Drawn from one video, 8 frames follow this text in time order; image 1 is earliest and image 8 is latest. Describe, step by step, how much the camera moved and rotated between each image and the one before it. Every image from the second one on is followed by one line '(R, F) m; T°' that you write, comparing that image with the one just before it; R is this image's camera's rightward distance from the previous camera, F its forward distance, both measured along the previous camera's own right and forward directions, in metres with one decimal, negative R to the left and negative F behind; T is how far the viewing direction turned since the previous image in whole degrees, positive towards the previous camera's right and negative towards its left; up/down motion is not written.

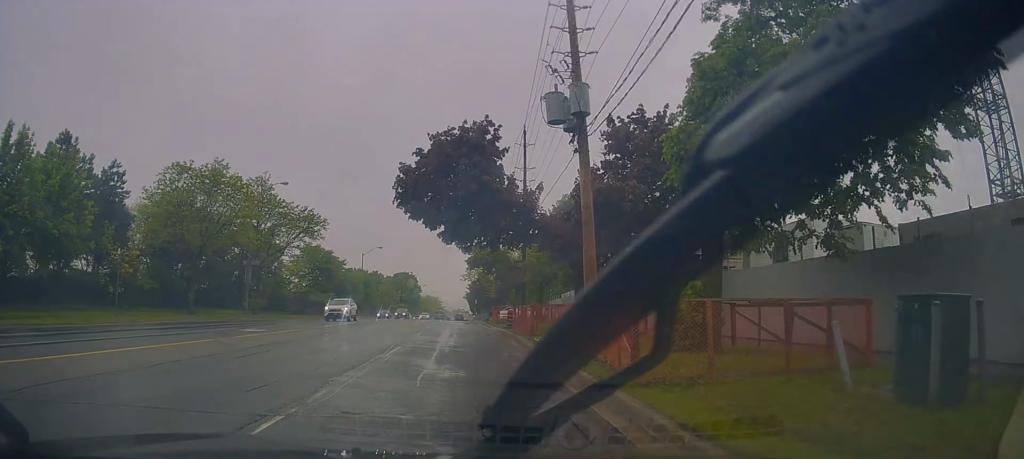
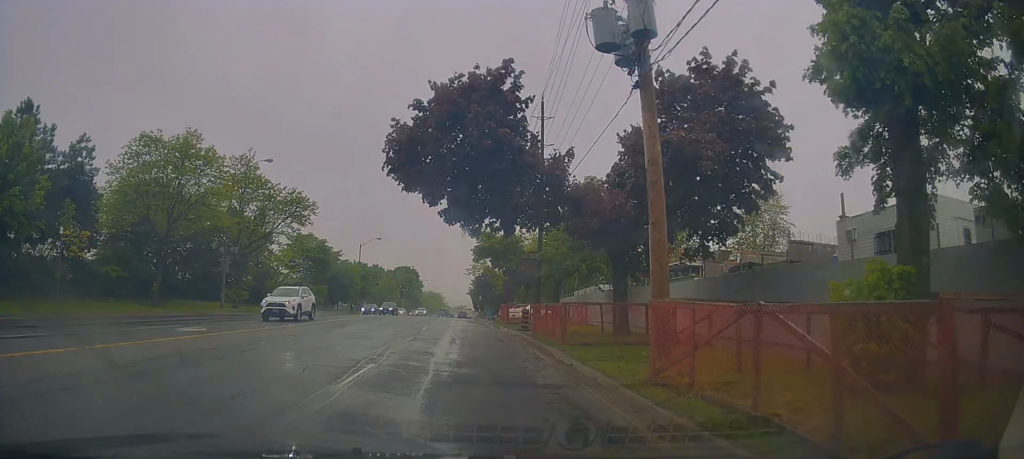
(0.0, +5.9) m; -2°
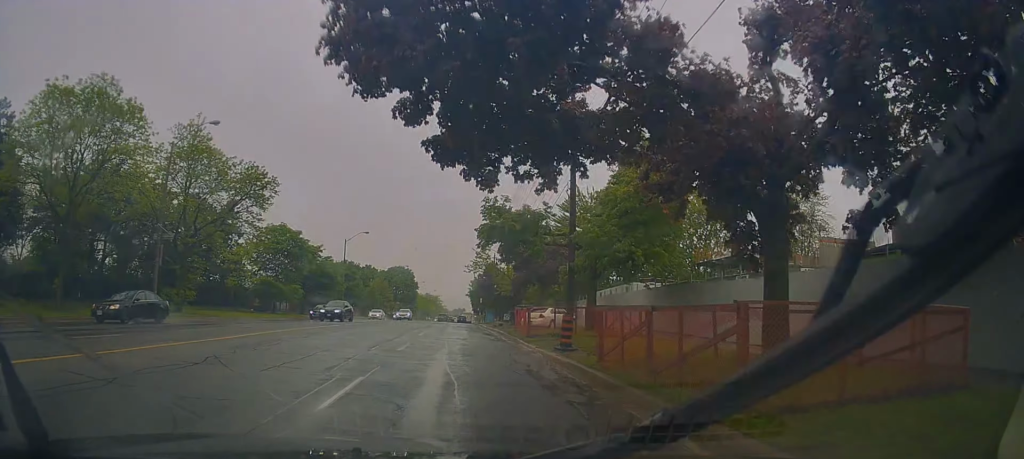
(-0.4, +10.3) m; -3°
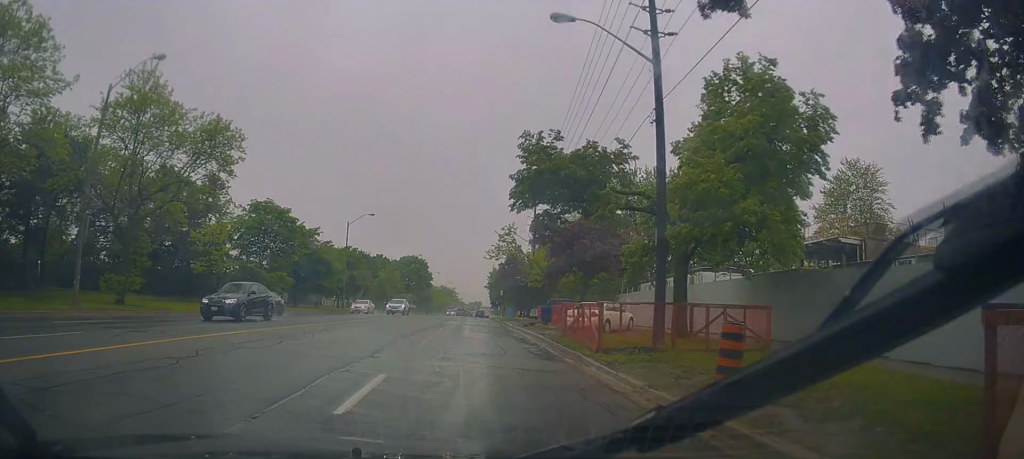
(-0.1, +9.4) m; +2°
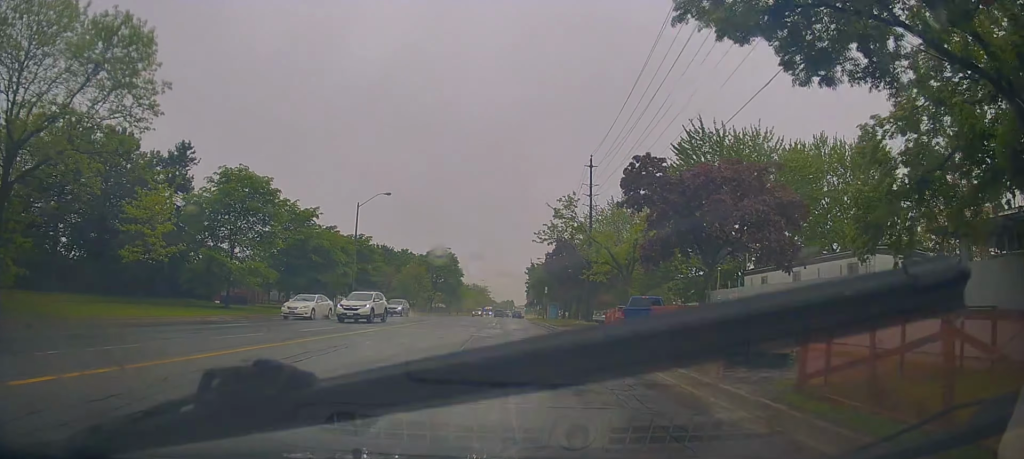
(+0.6, +12.9) m; +2°
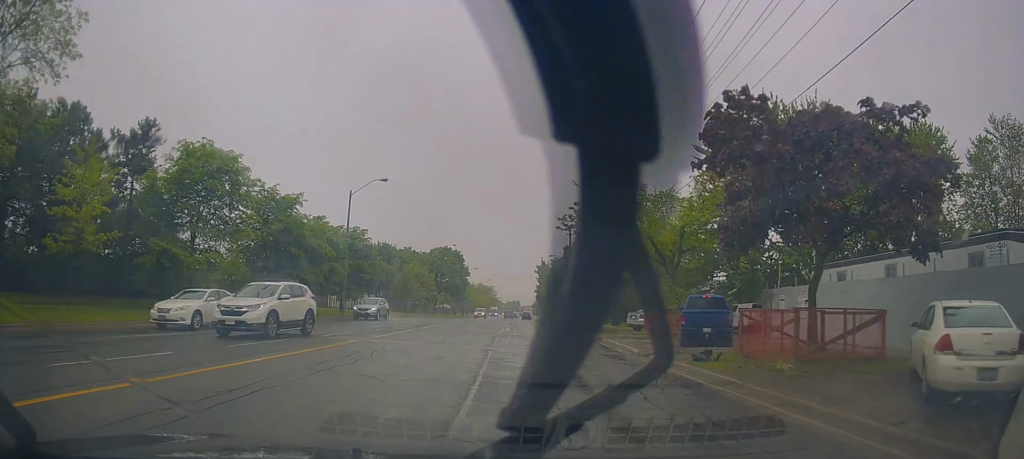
(+0.1, +6.7) m; -2°
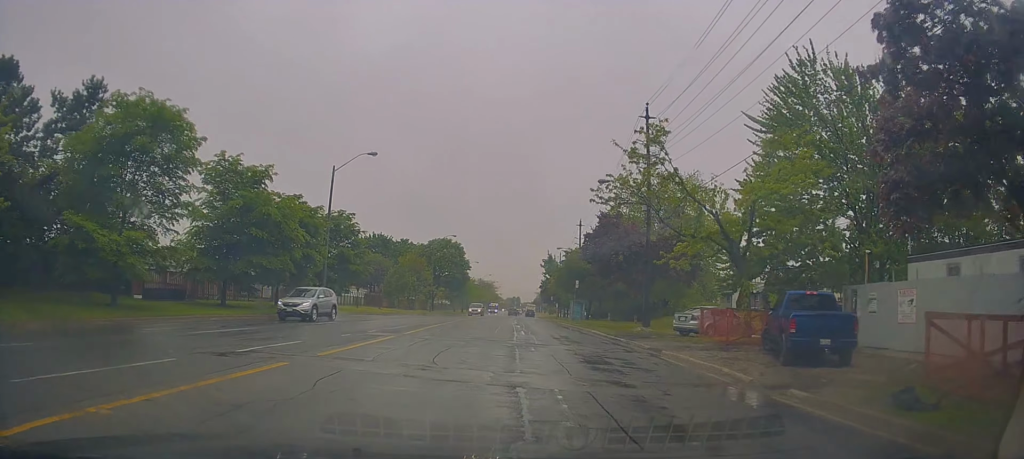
(-0.3, +7.2) m; 0°
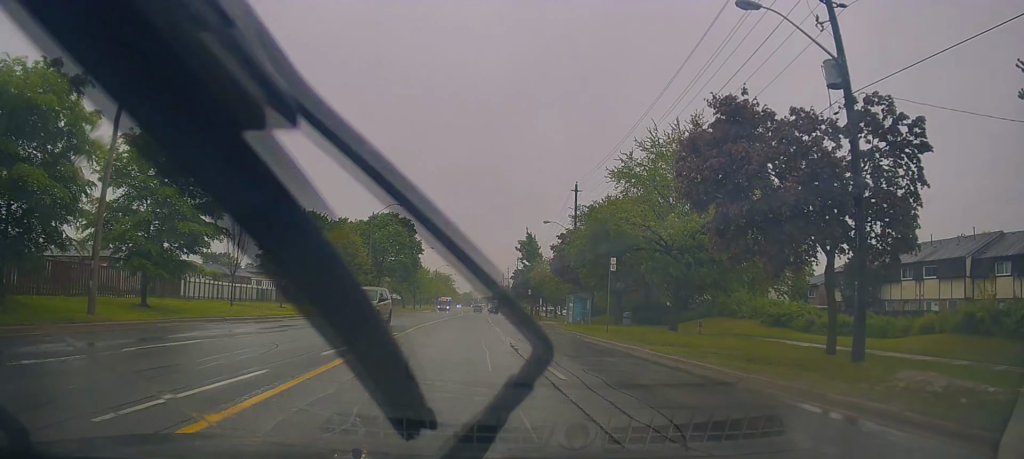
(-0.7, +23.3) m; -2°
